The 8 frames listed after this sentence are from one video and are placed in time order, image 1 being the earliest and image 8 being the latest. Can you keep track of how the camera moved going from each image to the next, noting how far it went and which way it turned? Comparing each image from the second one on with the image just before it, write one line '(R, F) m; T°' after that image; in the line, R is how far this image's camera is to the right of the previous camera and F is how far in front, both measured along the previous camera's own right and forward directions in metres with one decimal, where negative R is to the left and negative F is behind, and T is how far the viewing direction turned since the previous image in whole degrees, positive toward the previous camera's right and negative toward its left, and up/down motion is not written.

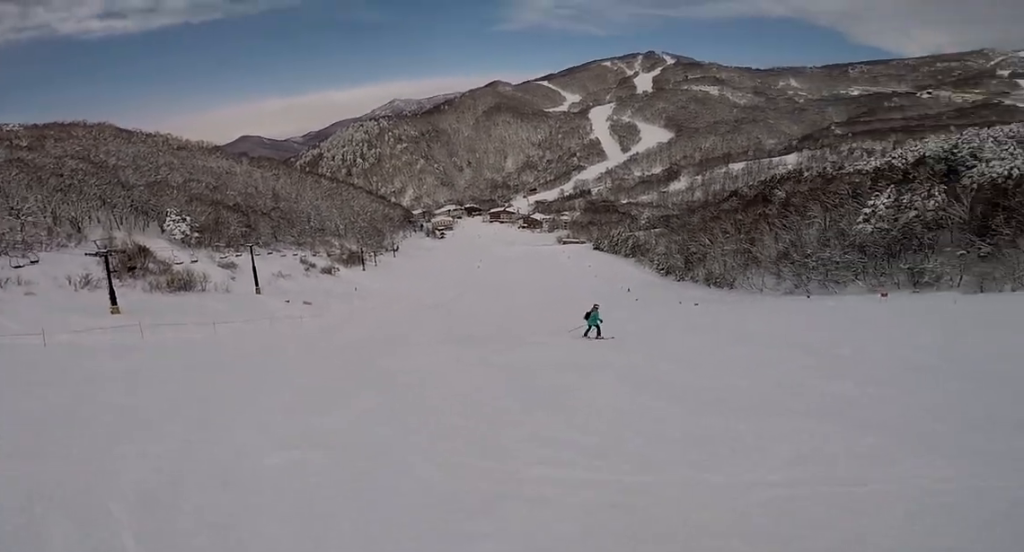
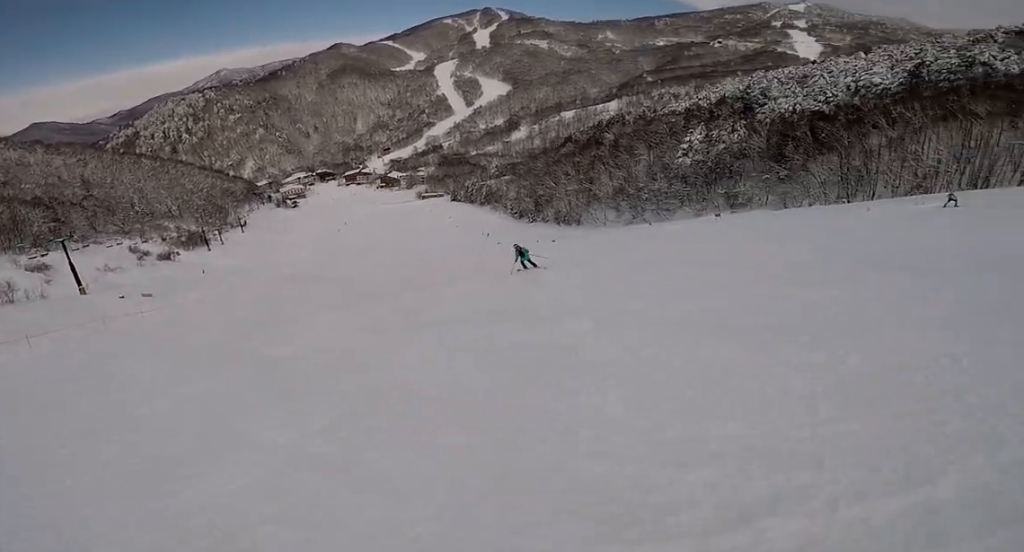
(+0.3, +2.5) m; +5°
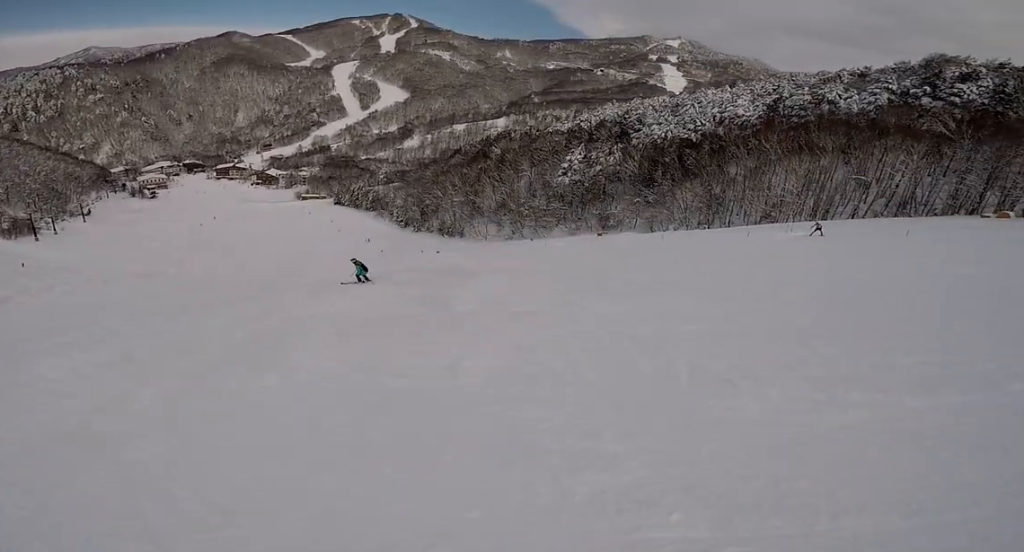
(+0.1, +4.7) m; +10°
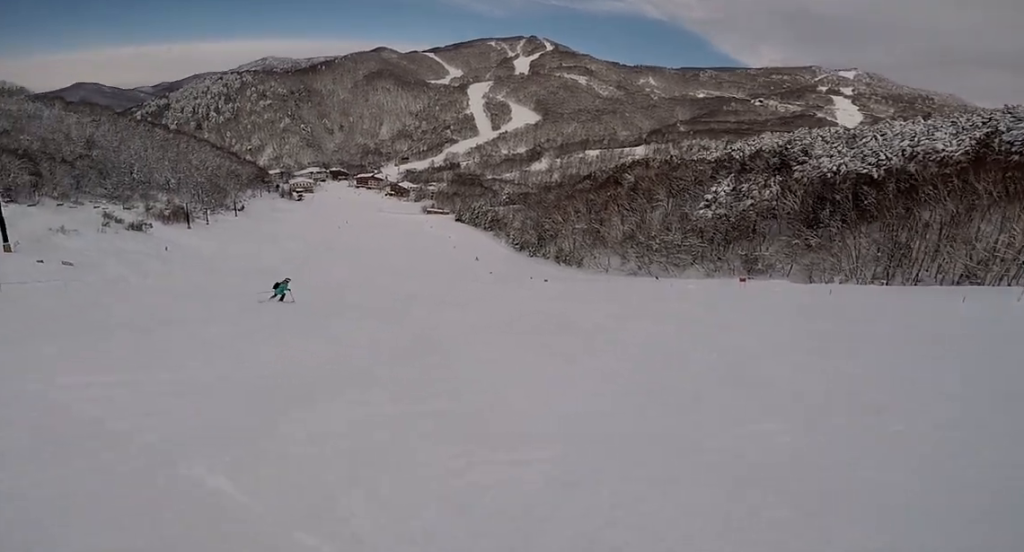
(+0.3, +6.1) m; -14°
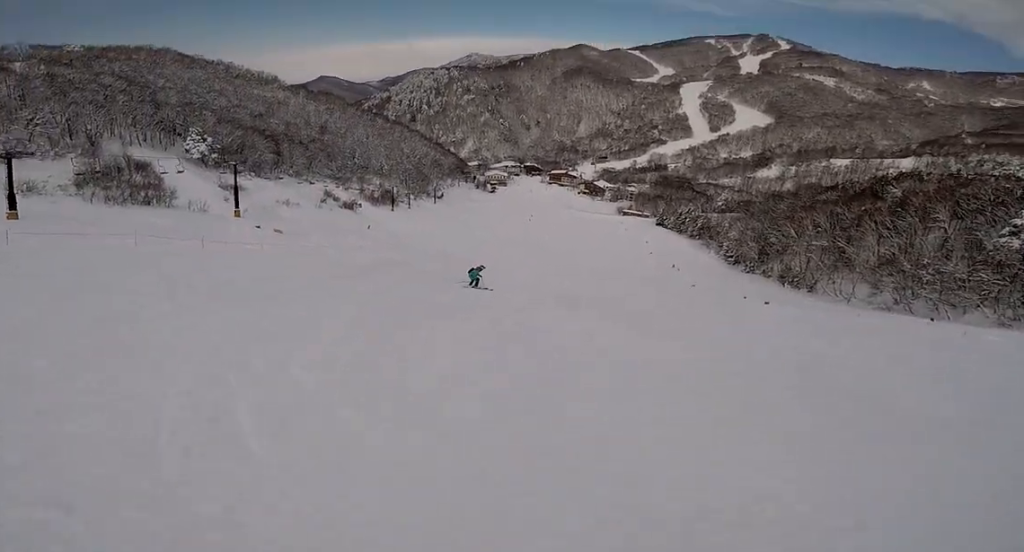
(-1.4, +4.9) m; -24°
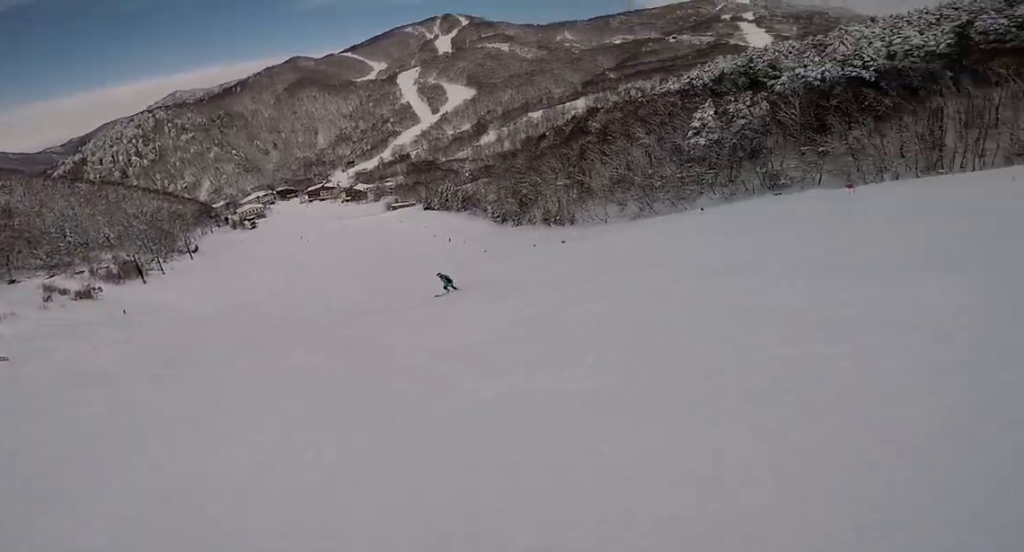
(0.0, +7.7) m; +24°
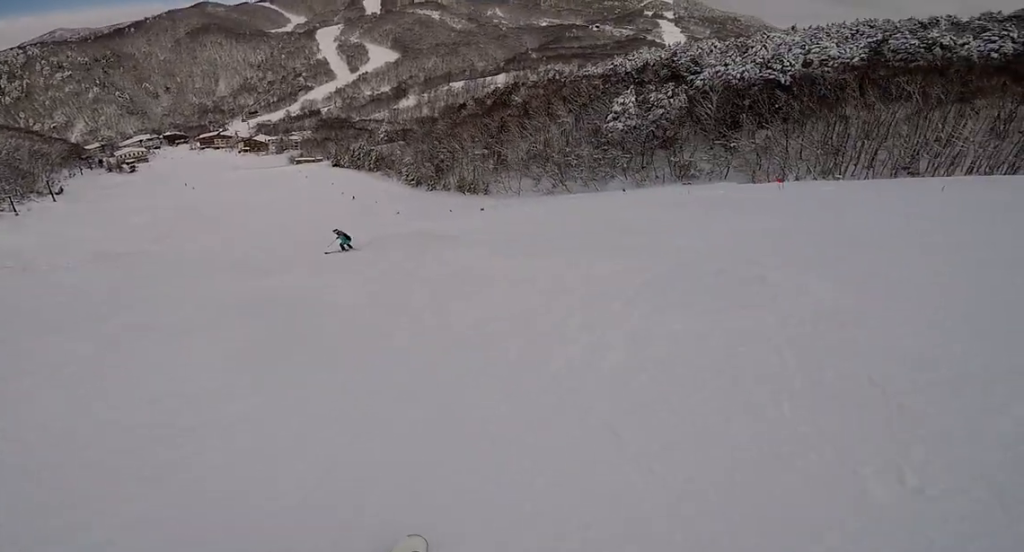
(+0.8, +3.5) m; +11°
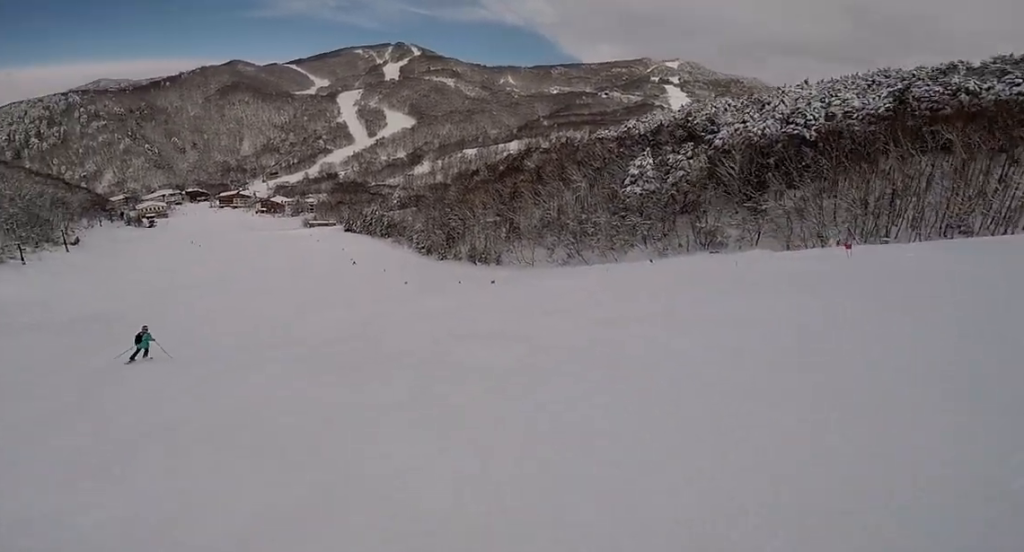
(+0.6, +6.9) m; -14°
